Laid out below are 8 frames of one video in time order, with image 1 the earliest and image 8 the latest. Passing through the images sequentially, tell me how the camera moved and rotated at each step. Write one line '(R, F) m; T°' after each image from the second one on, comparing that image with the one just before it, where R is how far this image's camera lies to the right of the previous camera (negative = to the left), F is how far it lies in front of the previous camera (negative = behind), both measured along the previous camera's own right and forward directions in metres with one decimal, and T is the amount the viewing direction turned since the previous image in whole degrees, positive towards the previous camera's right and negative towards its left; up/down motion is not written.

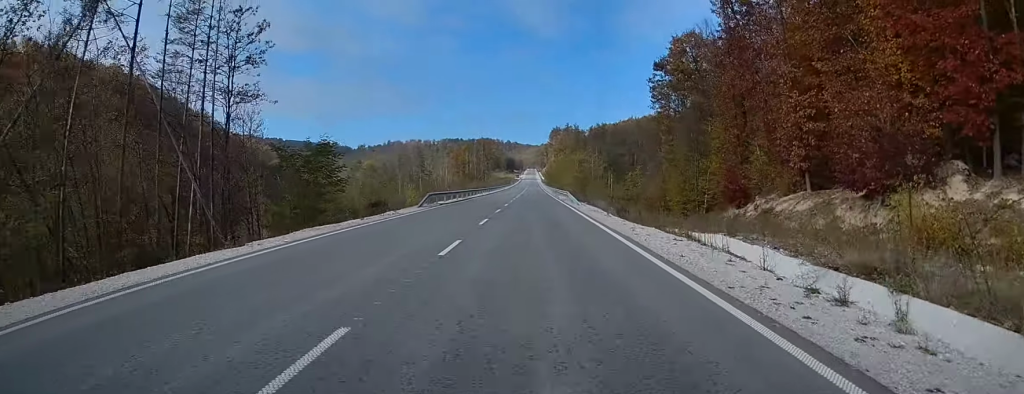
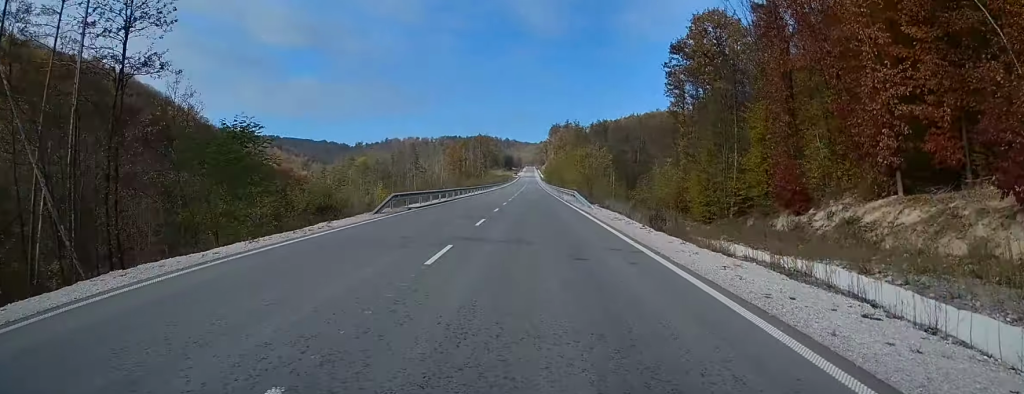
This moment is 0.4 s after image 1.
(0.0, +10.5) m; 0°
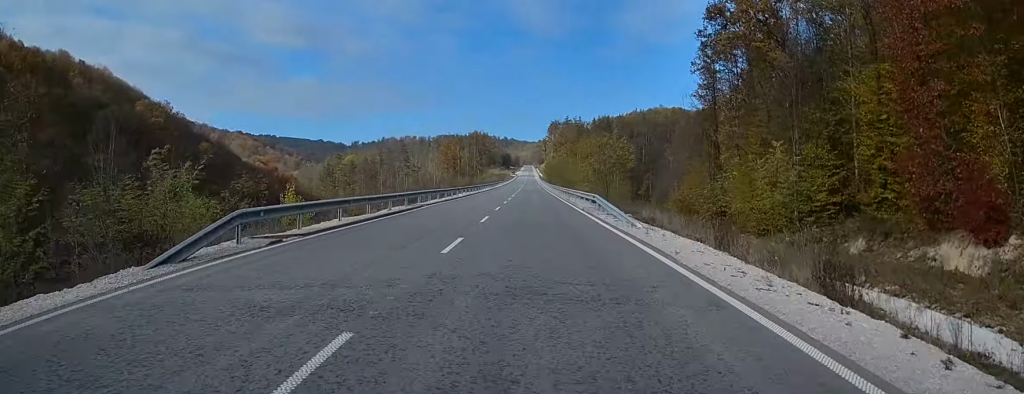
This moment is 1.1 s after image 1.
(0.0, +16.6) m; 0°
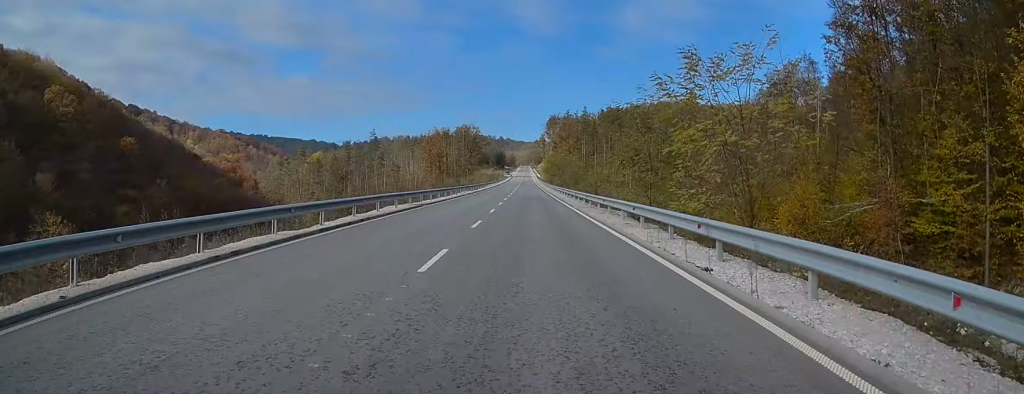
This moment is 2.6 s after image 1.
(-0.1, +37.6) m; 0°
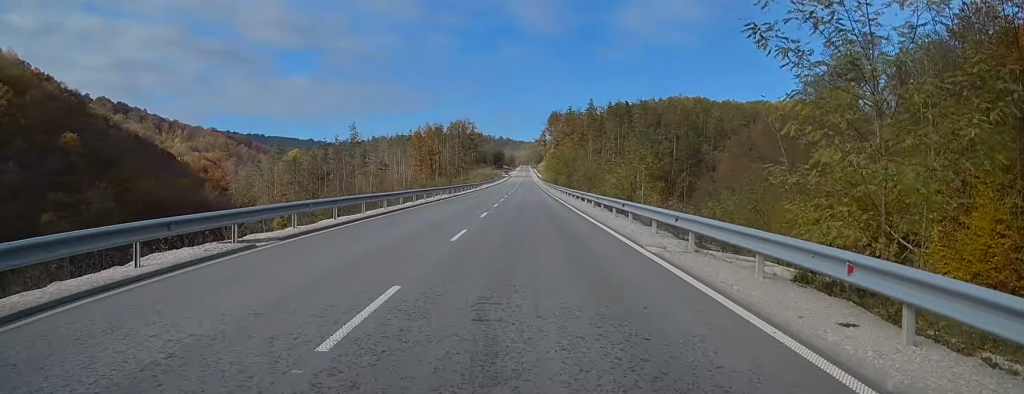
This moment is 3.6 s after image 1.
(0.0, +22.8) m; 0°
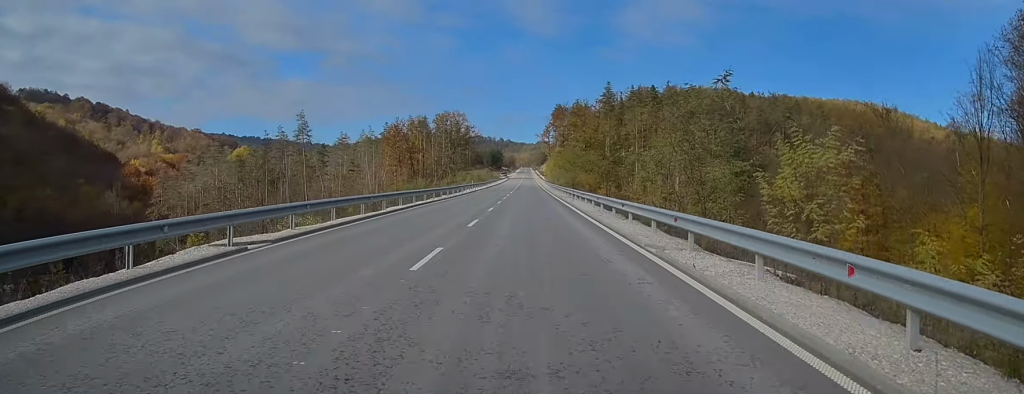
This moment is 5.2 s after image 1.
(+0.5, +39.8) m; +1°
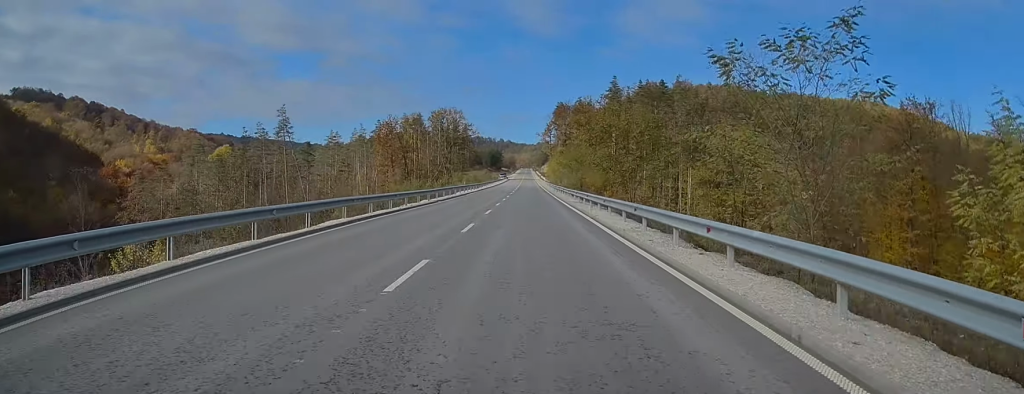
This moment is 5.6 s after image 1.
(+0.2, +10.6) m; 0°
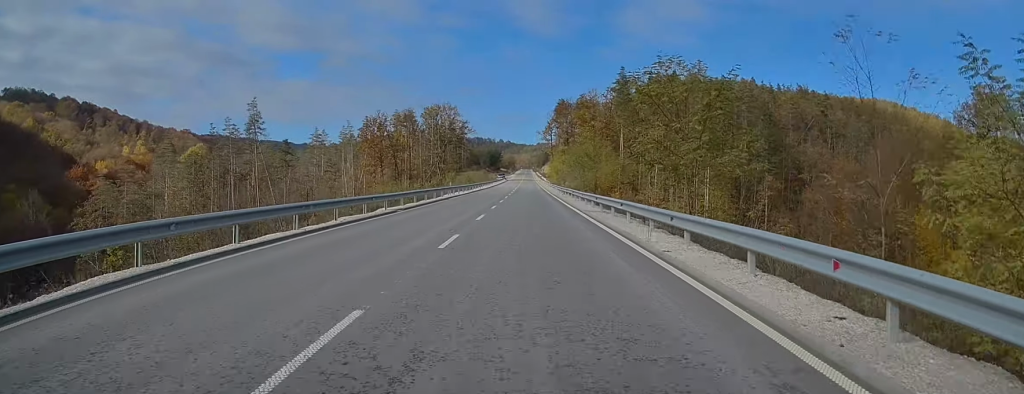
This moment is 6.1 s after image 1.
(0.0, +12.8) m; 0°
